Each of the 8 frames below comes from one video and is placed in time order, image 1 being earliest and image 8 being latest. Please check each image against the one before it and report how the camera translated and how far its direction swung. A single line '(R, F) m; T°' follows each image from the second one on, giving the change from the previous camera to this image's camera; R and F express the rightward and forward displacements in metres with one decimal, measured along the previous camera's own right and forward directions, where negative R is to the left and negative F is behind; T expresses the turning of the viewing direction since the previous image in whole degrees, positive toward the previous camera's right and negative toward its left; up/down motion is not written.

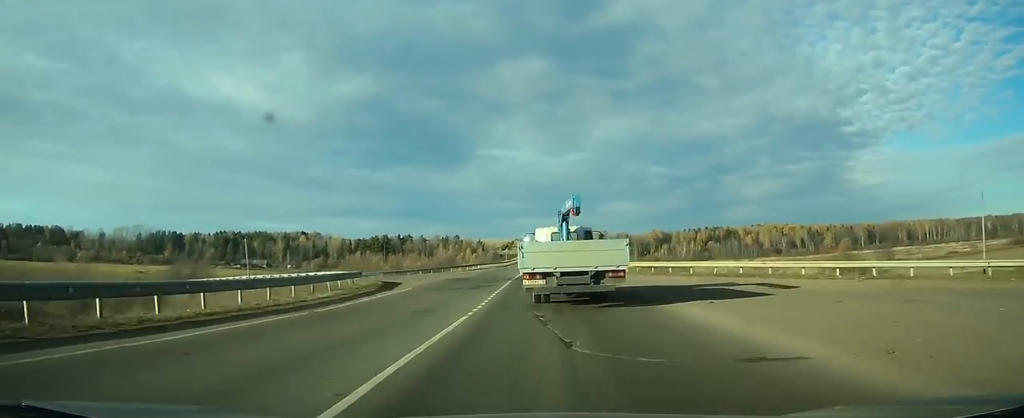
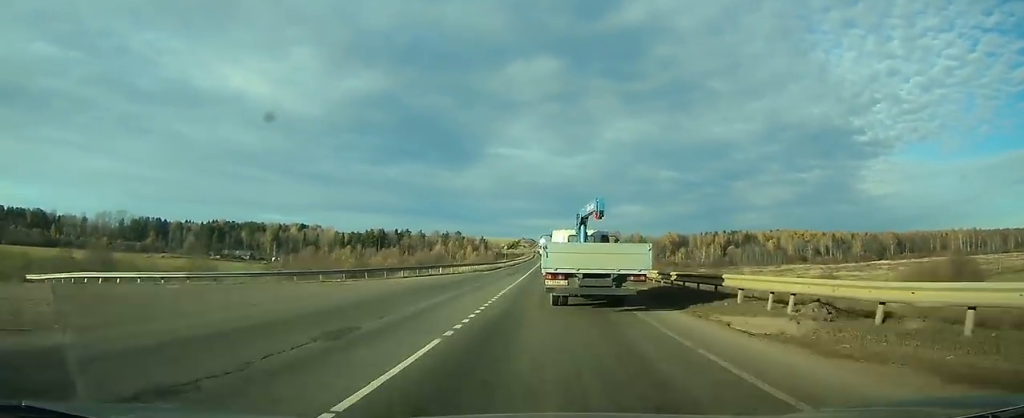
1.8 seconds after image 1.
(+0.1, +38.4) m; 0°
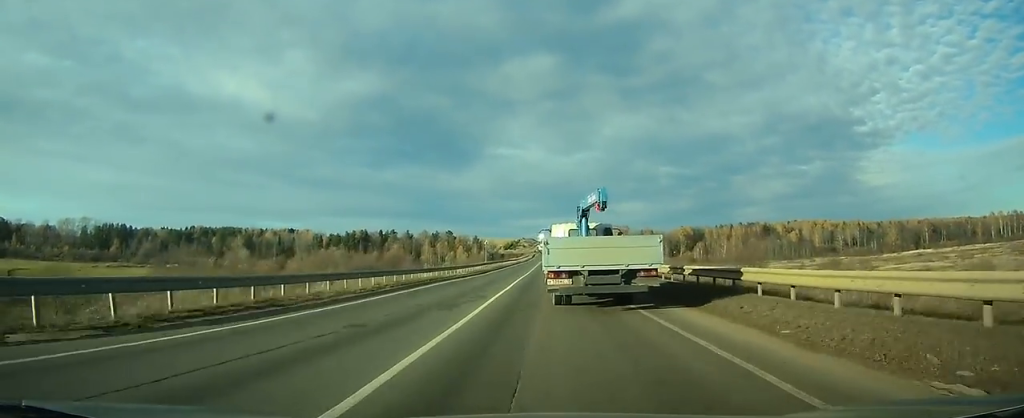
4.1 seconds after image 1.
(-0.2, +50.1) m; -1°
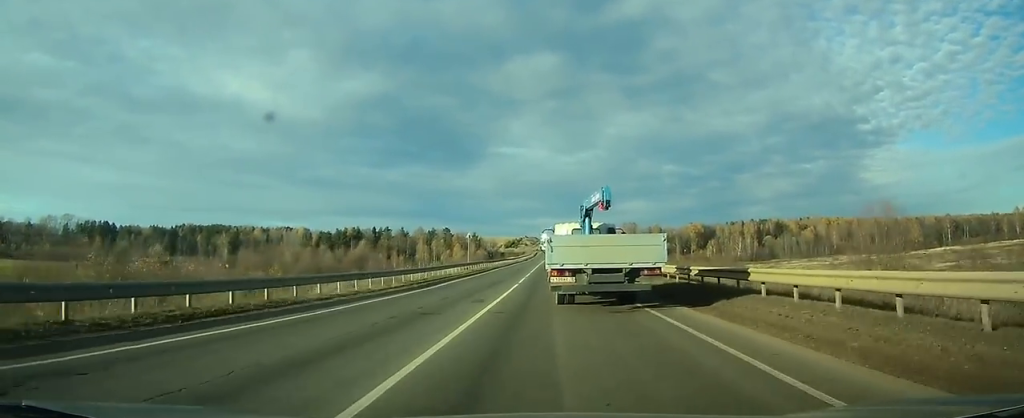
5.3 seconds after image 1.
(-0.1, +25.8) m; 0°
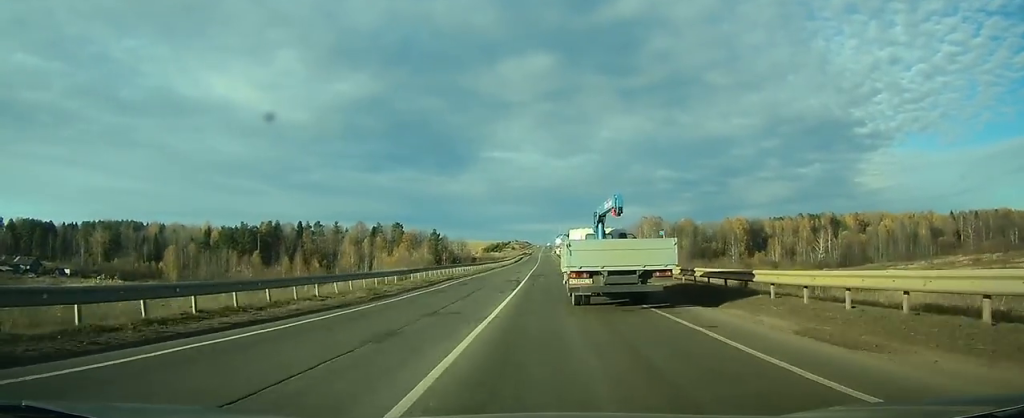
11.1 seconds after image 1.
(-1.0, +124.5) m; 0°
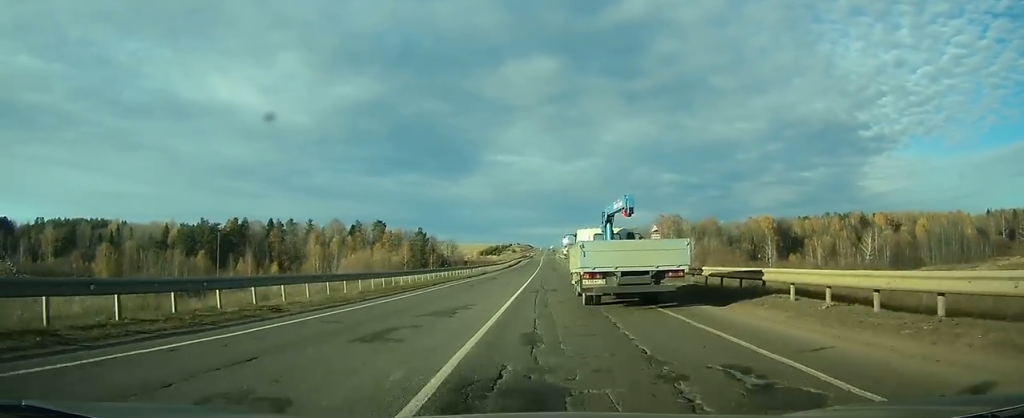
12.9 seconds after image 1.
(+0.2, +39.0) m; 0°
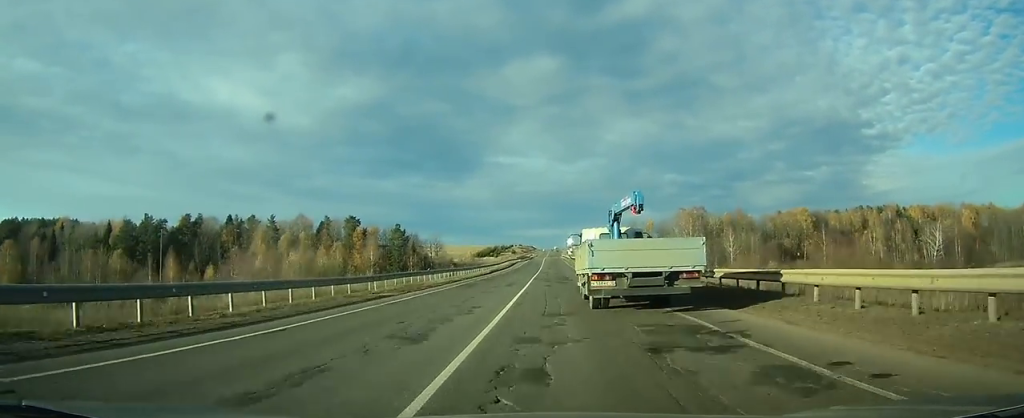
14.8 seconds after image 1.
(-0.1, +40.6) m; 0°
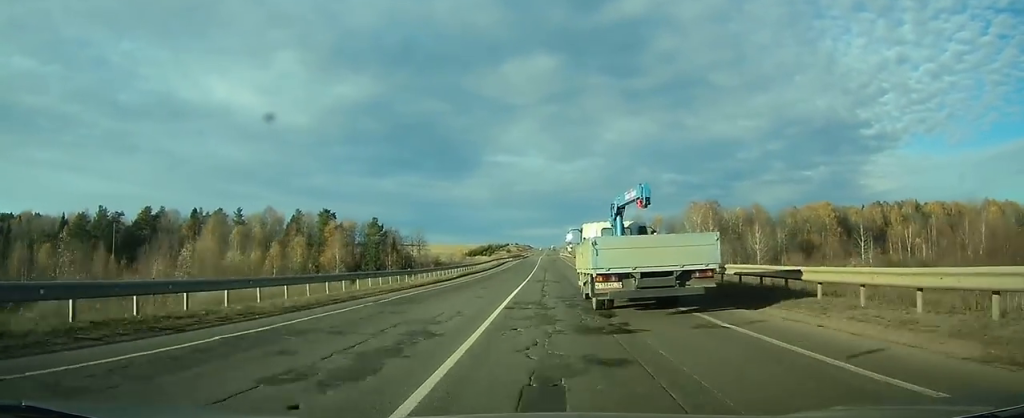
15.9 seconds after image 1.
(0.0, +23.3) m; 0°
